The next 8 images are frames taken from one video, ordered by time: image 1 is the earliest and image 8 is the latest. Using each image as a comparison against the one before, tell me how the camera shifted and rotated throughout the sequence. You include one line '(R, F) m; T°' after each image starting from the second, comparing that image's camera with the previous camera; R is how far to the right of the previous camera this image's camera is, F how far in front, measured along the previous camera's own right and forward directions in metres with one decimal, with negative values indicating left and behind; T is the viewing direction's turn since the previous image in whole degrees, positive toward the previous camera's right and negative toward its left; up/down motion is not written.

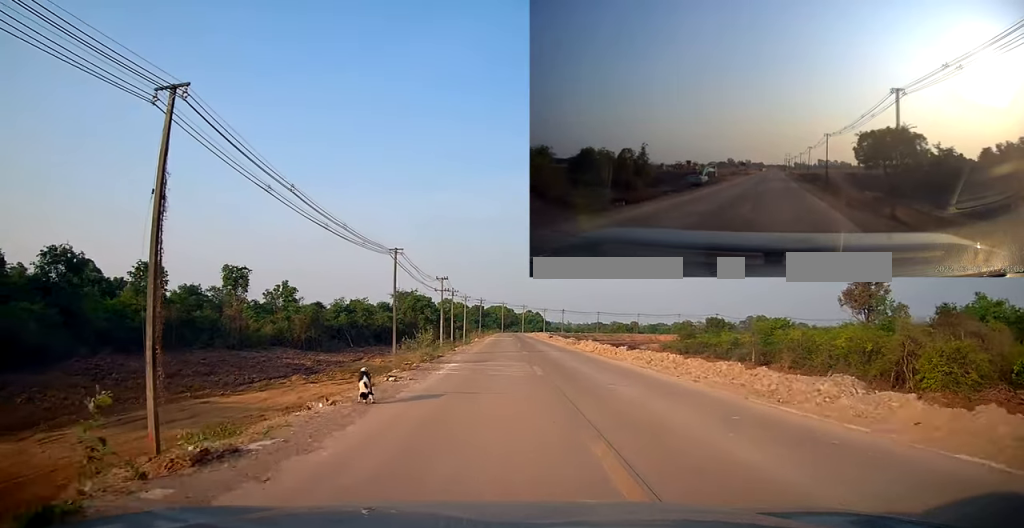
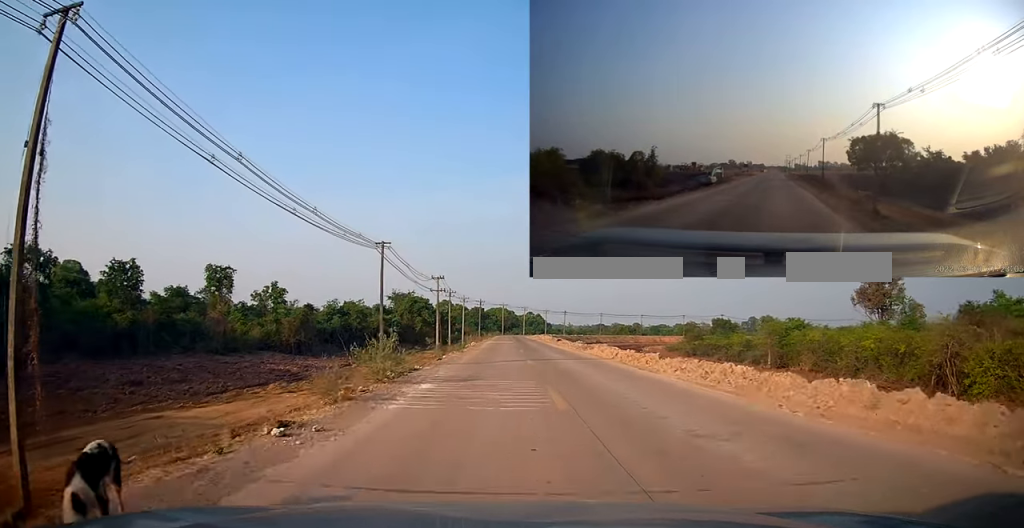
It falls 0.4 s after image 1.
(0.0, +6.1) m; 0°
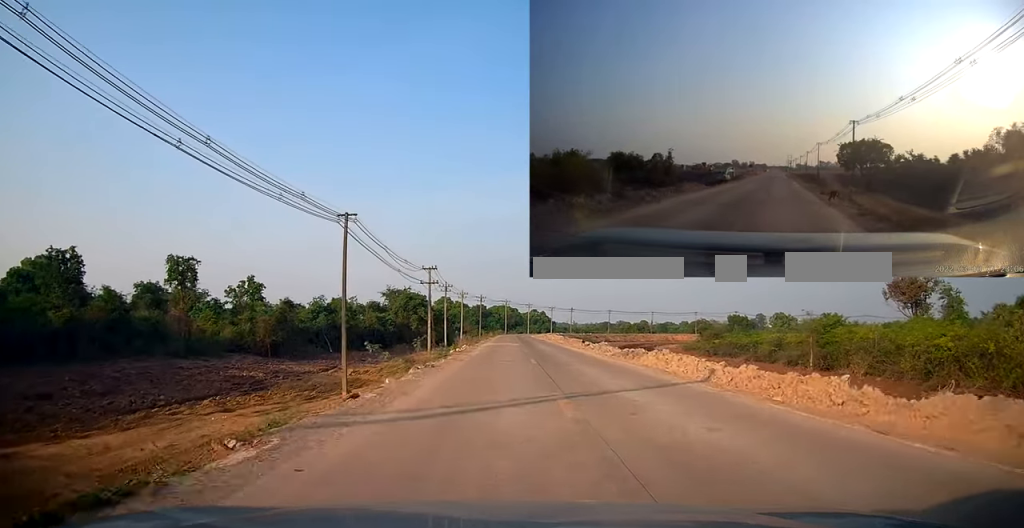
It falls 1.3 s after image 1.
(-0.4, +12.7) m; 0°
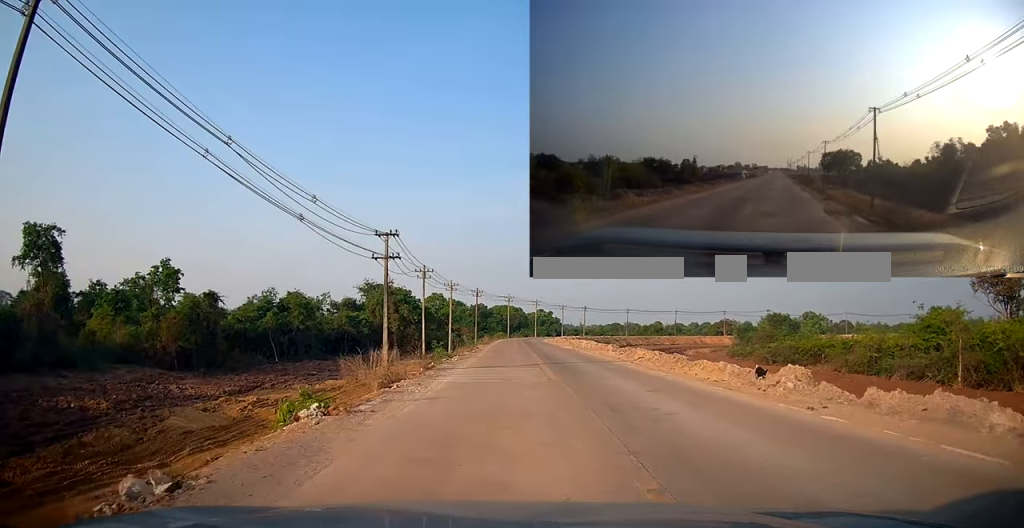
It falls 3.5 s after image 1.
(+0.2, +30.4) m; +1°
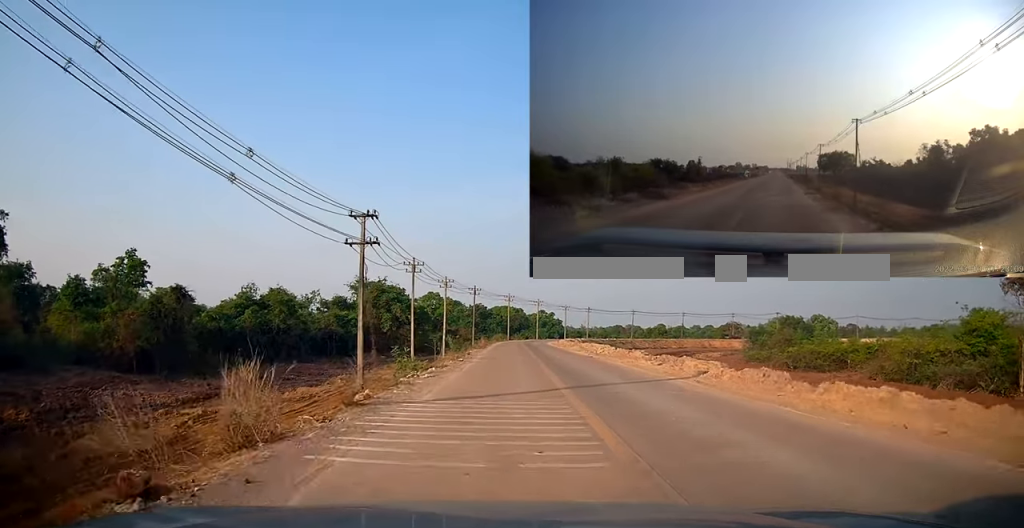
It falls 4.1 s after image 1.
(+0.3, +8.6) m; +1°
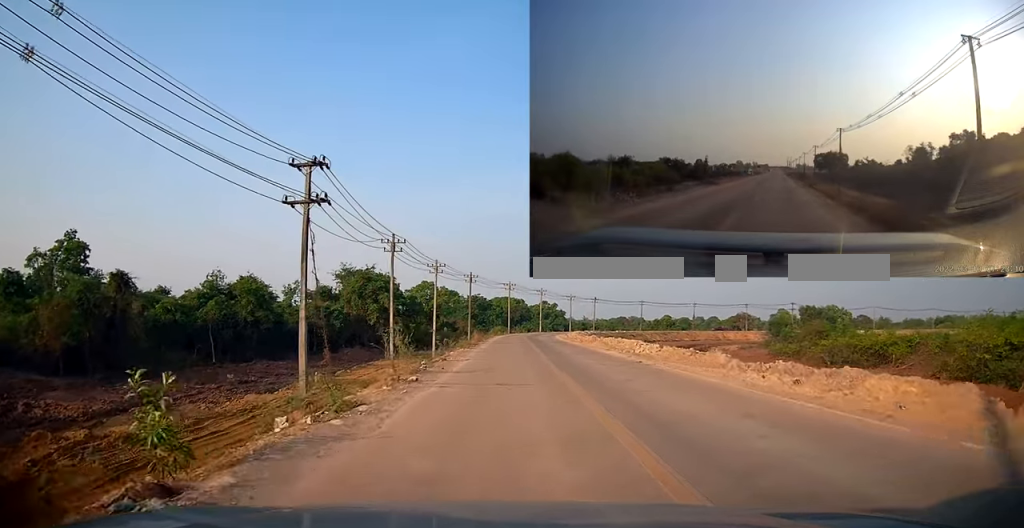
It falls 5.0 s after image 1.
(-0.2, +12.0) m; -2°
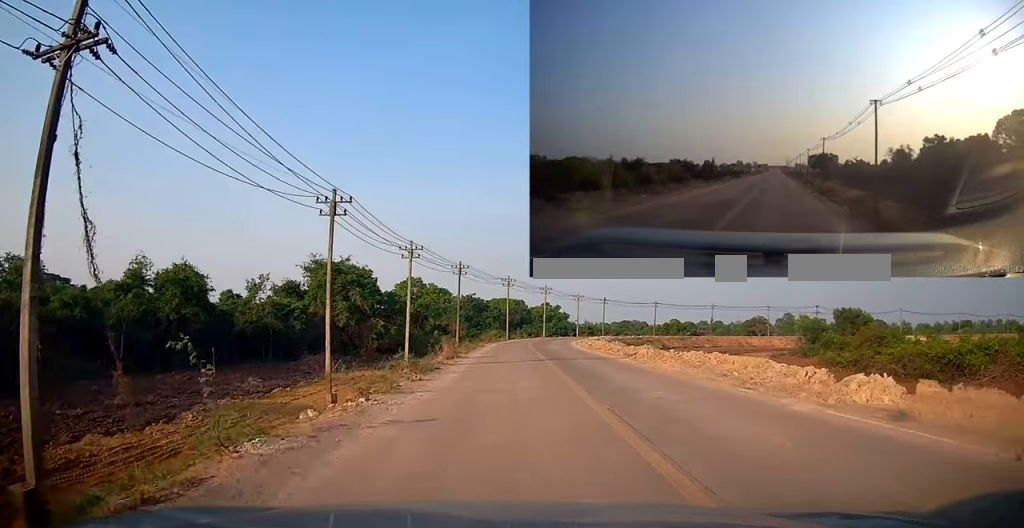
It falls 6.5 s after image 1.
(-0.3, +18.3) m; +1°
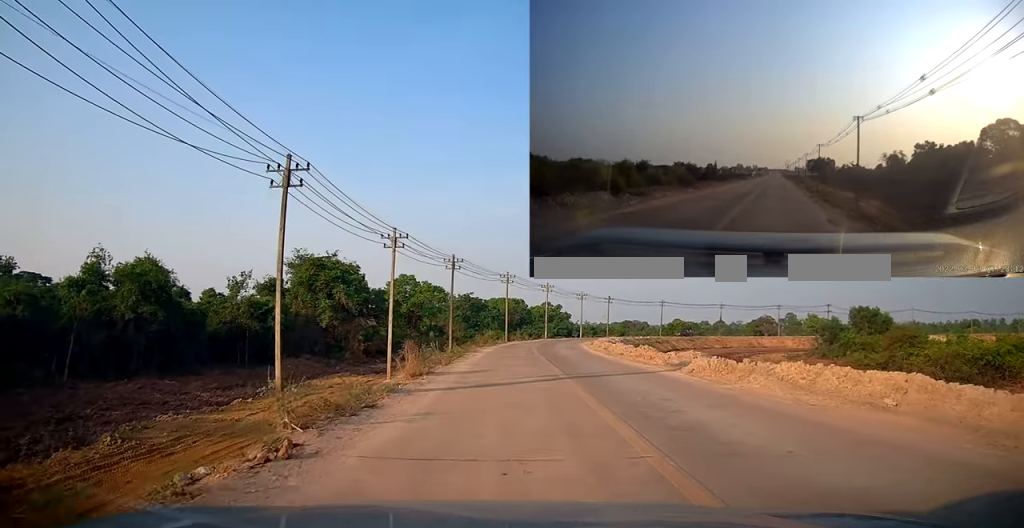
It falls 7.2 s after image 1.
(+0.4, +7.7) m; +1°
